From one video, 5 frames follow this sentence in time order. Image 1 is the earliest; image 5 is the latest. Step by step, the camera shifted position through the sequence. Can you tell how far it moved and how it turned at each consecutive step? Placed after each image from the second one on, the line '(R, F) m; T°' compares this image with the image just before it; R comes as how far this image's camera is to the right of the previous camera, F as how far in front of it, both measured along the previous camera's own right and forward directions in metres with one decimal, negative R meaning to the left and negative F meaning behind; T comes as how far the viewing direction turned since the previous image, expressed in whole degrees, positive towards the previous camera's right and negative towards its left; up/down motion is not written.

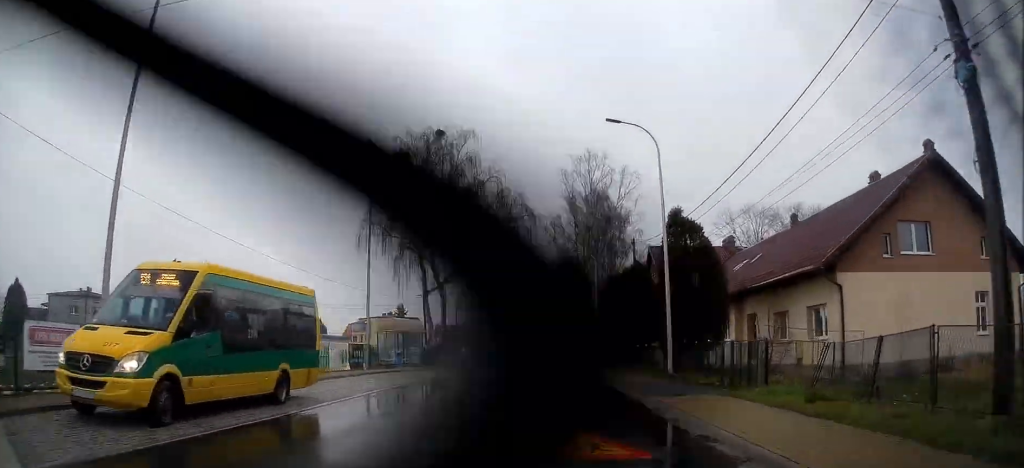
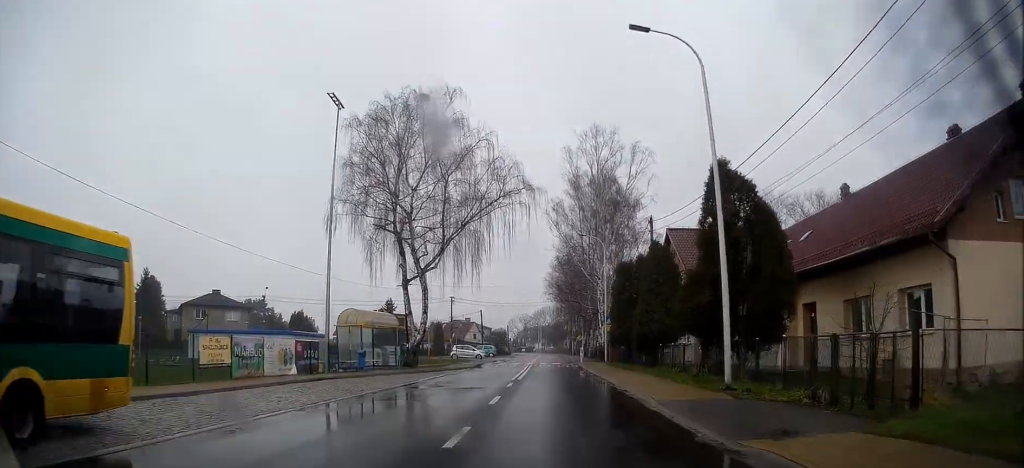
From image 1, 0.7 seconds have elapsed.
(-0.2, +7.6) m; -1°
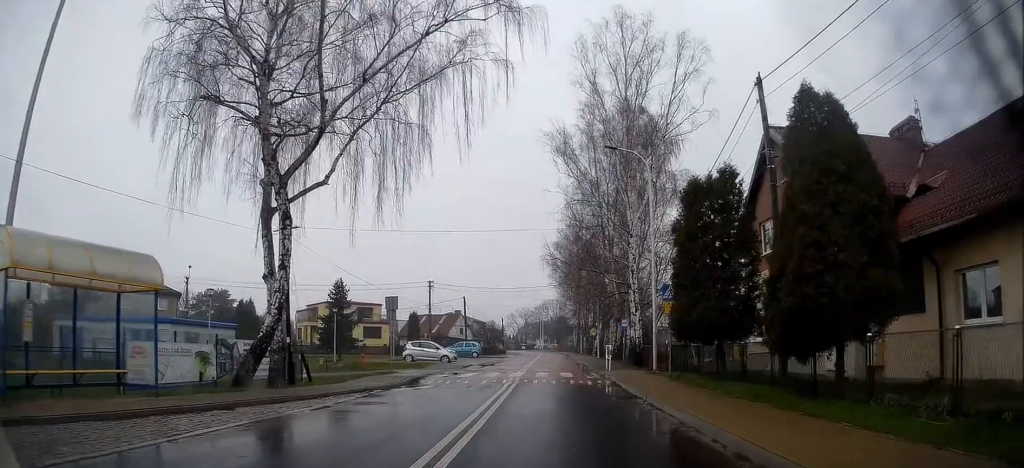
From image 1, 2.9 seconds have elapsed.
(+0.5, +21.9) m; +1°
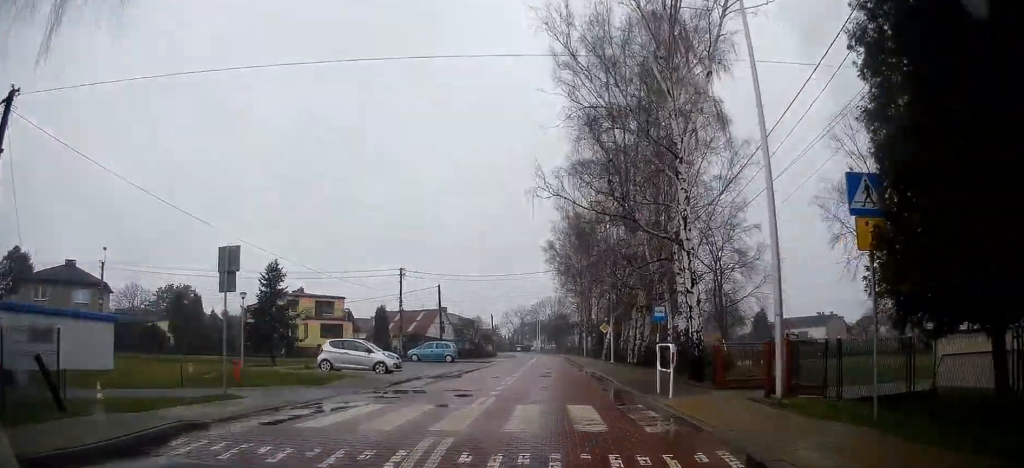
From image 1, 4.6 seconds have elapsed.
(-0.1, +15.4) m; -1°
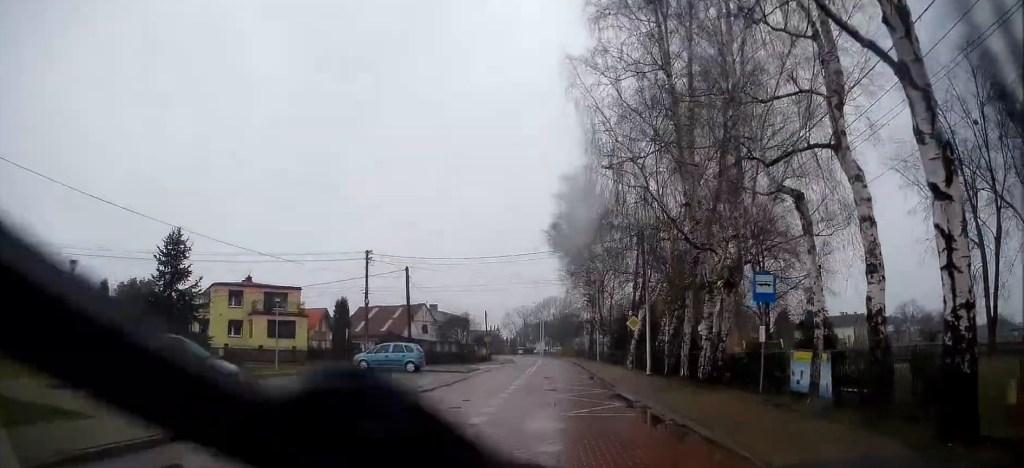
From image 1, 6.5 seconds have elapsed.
(-0.7, +14.6) m; -2°
